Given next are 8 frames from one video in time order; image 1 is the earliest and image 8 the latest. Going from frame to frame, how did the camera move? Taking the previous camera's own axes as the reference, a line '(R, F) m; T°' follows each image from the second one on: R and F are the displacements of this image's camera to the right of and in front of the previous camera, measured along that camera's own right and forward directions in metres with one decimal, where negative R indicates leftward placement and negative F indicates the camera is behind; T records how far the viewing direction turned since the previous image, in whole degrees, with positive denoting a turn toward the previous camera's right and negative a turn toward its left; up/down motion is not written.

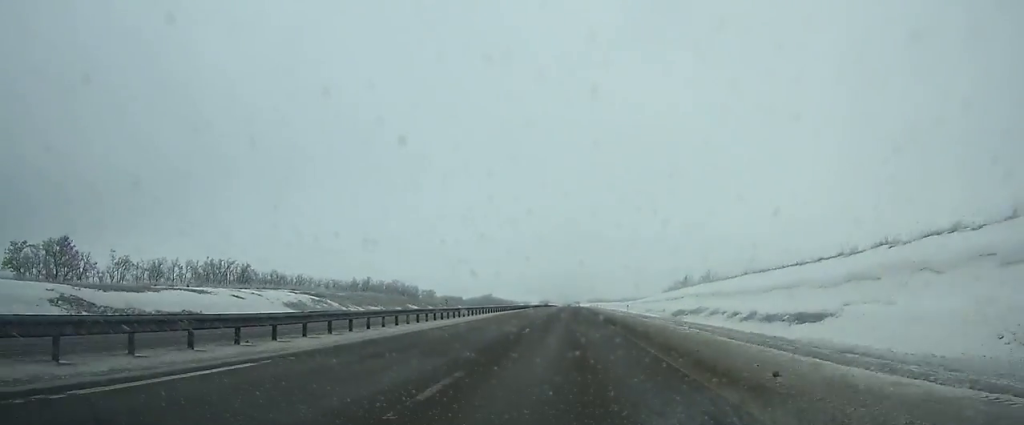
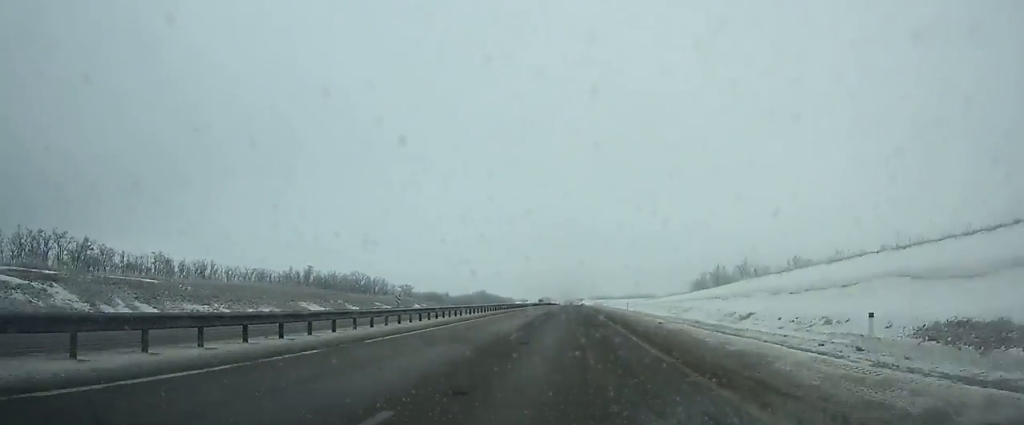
(0.0, +51.7) m; 0°
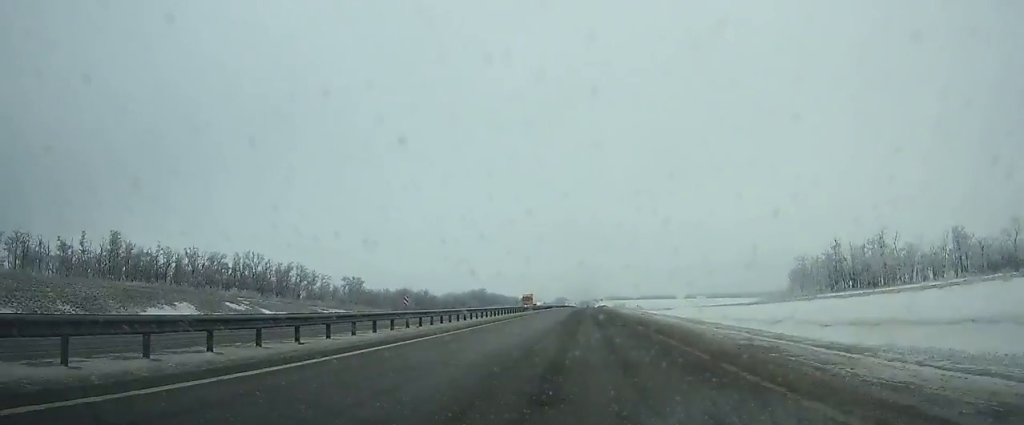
(-0.6, +84.8) m; 0°
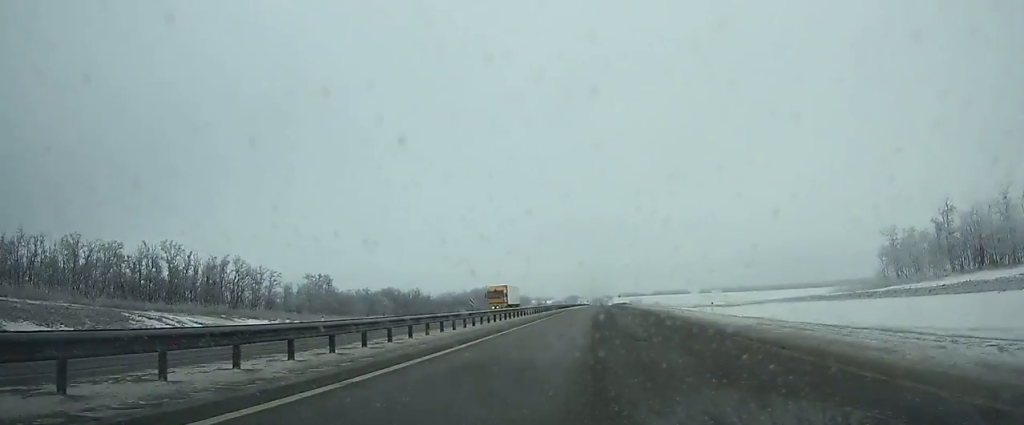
(-0.5, +35.6) m; 0°
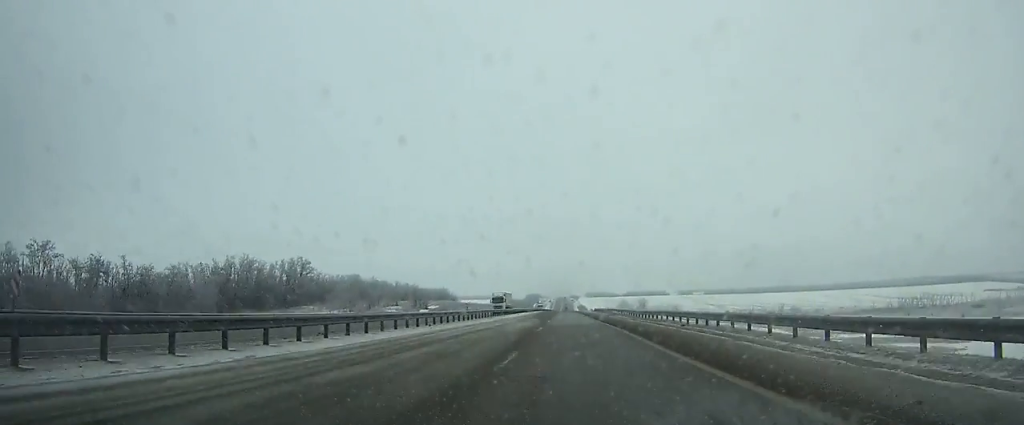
(+5.7, +213.4) m; +1°
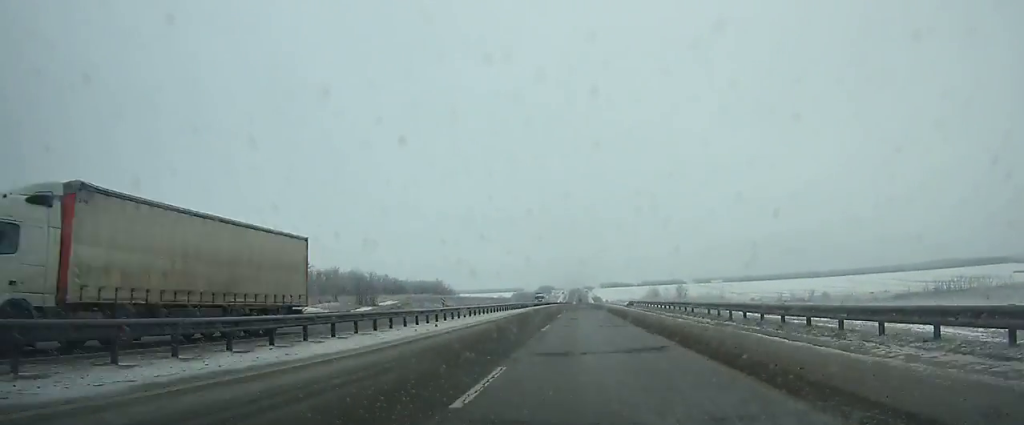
(-0.7, +46.6) m; -1°
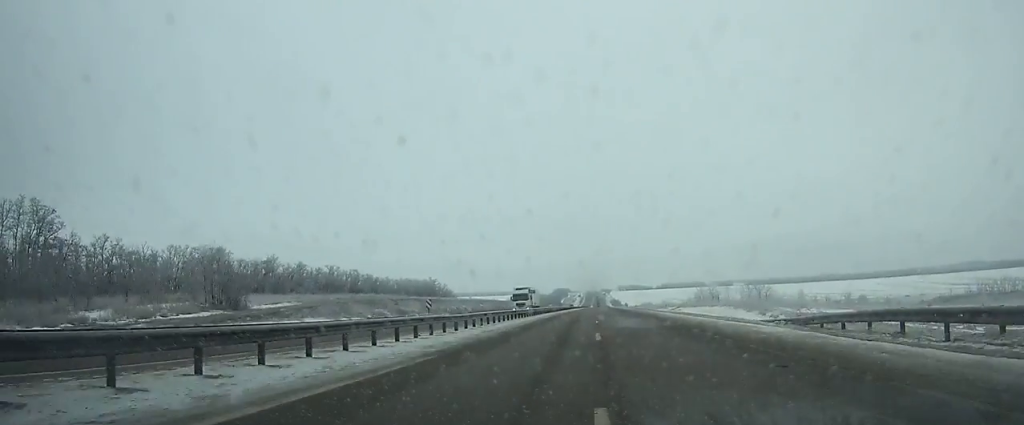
(-0.3, +47.6) m; 0°
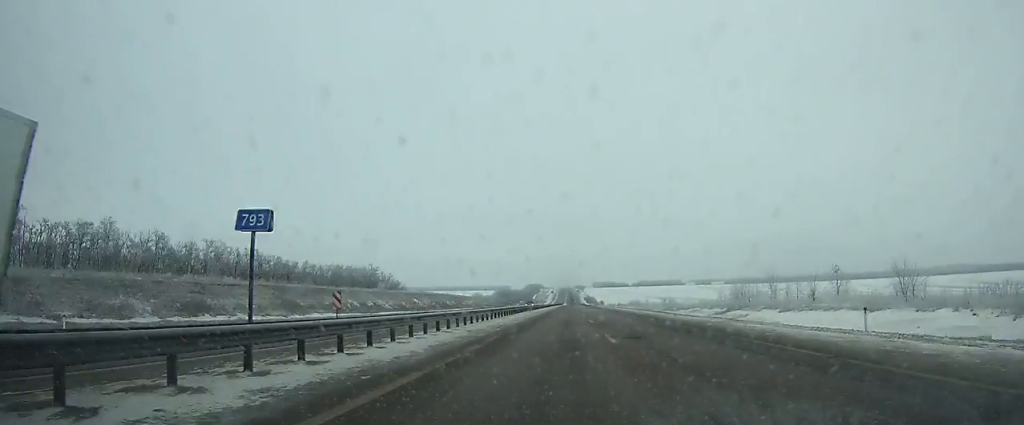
(-0.2, +46.3) m; 0°
